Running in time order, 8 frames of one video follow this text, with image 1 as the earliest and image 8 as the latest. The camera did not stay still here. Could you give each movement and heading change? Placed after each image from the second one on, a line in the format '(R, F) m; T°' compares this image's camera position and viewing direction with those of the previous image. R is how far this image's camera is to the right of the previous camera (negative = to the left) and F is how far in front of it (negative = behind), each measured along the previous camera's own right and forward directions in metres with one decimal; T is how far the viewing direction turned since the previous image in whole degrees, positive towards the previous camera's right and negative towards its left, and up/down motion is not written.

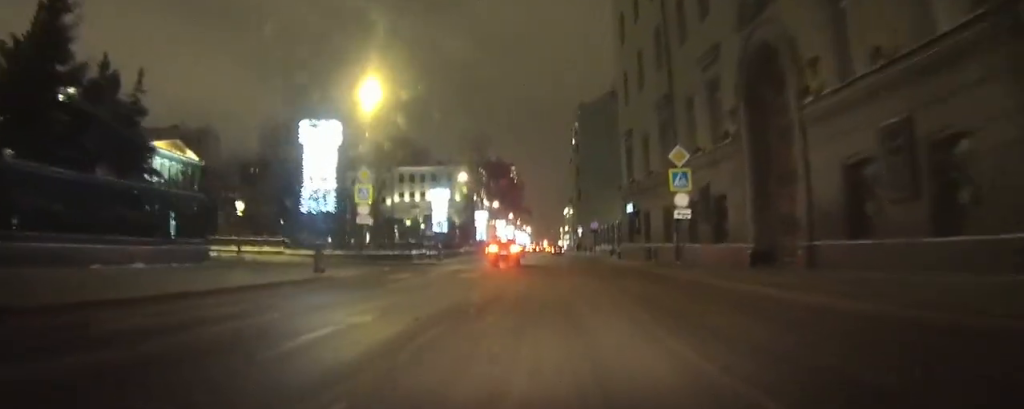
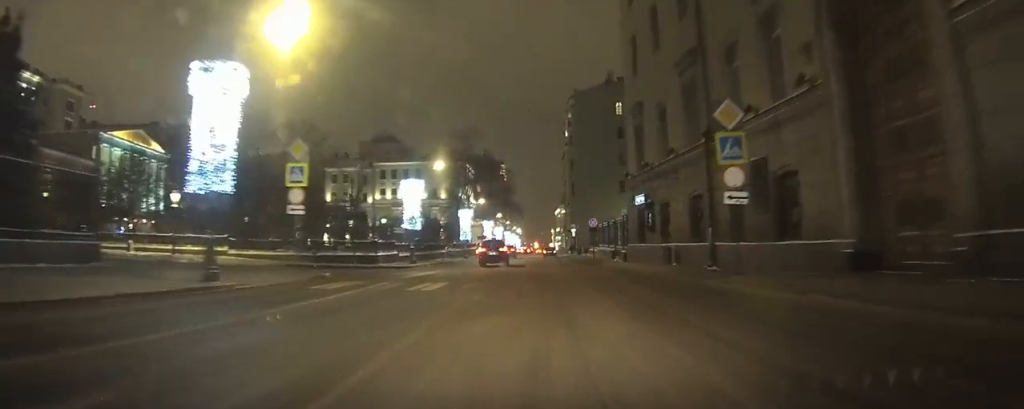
(+0.4, +7.7) m; +1°
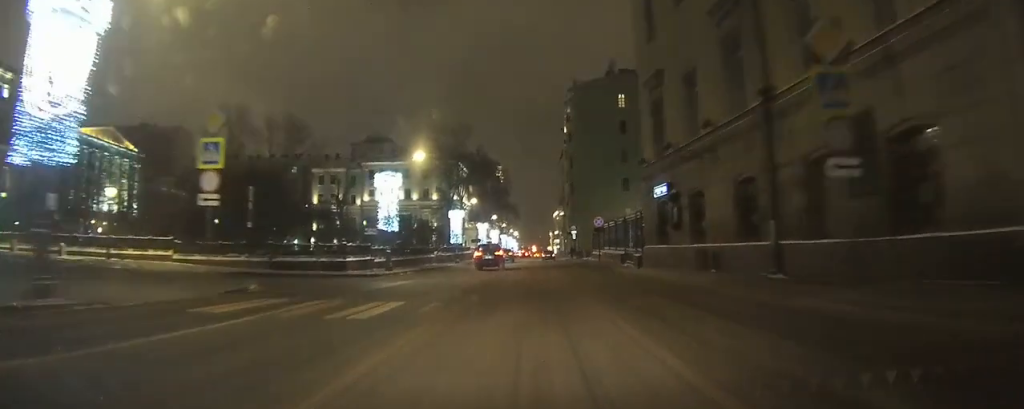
(-0.1, +6.5) m; 0°
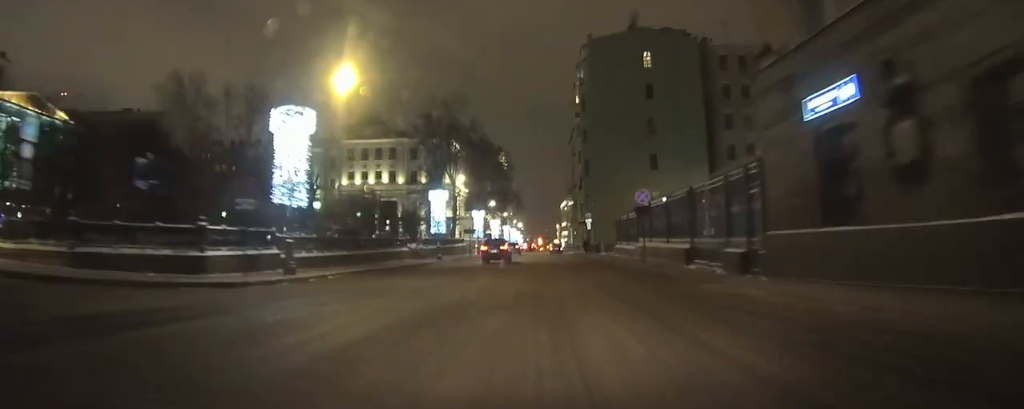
(-0.1, +16.0) m; +1°
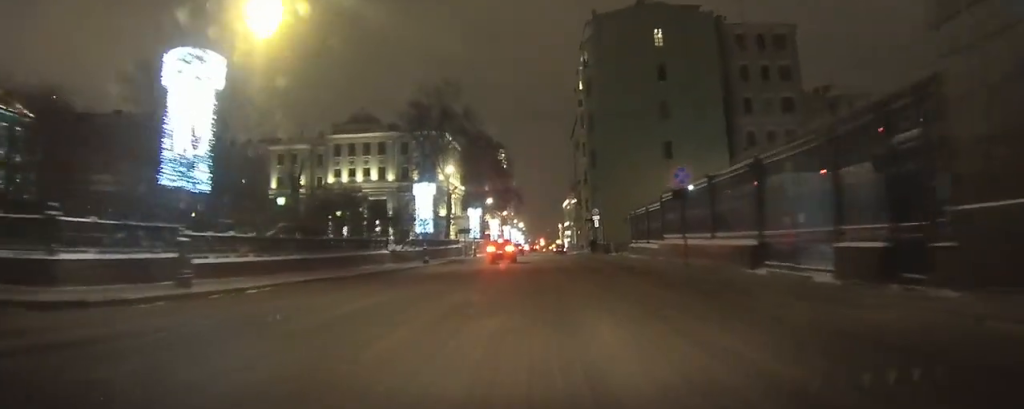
(+0.1, +7.1) m; +1°
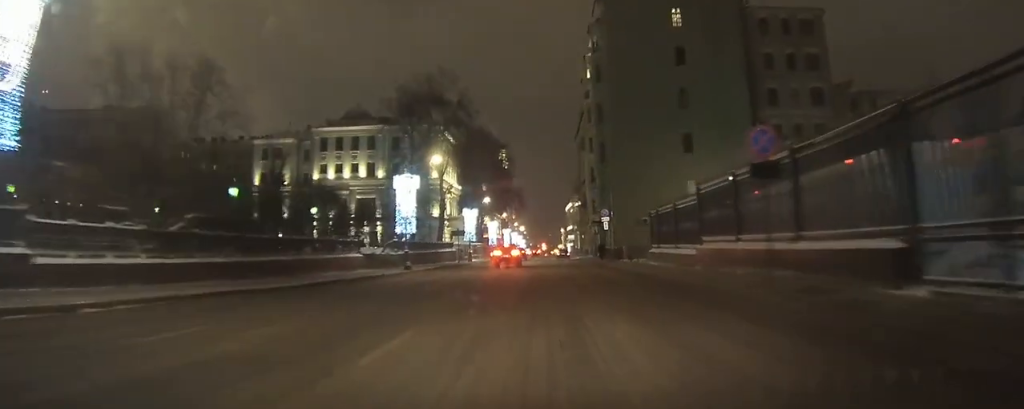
(0.0, +7.0) m; 0°
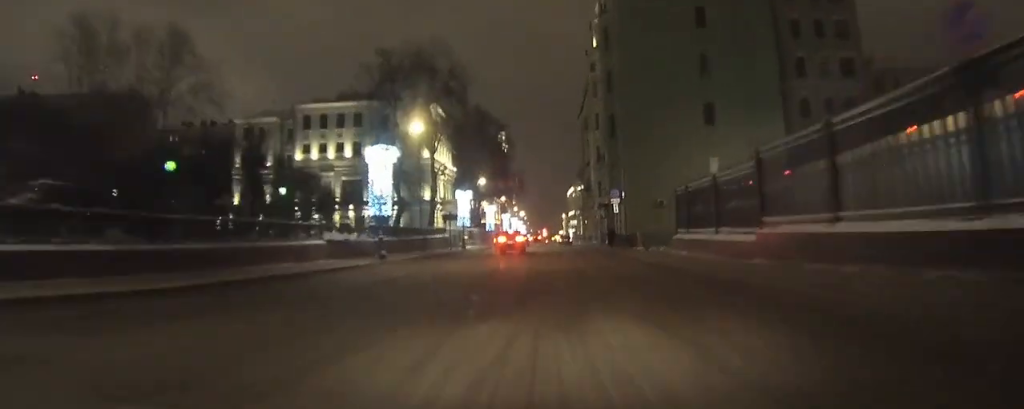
(0.0, +6.6) m; 0°
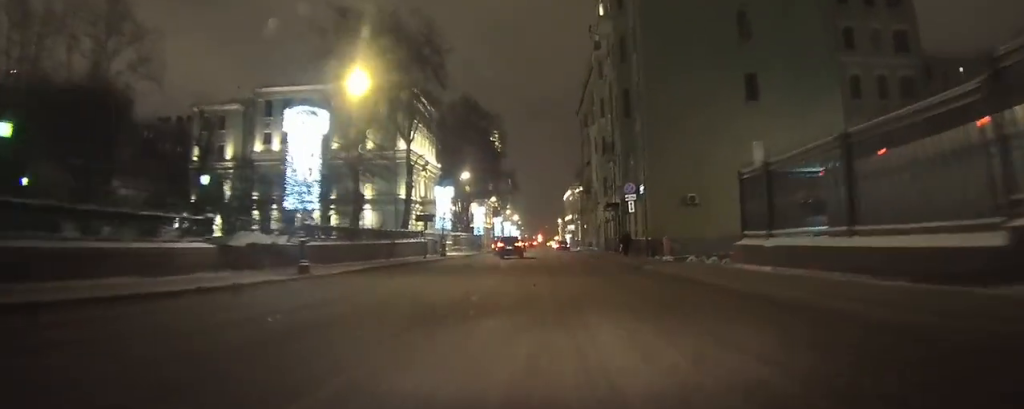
(0.0, +10.4) m; 0°
